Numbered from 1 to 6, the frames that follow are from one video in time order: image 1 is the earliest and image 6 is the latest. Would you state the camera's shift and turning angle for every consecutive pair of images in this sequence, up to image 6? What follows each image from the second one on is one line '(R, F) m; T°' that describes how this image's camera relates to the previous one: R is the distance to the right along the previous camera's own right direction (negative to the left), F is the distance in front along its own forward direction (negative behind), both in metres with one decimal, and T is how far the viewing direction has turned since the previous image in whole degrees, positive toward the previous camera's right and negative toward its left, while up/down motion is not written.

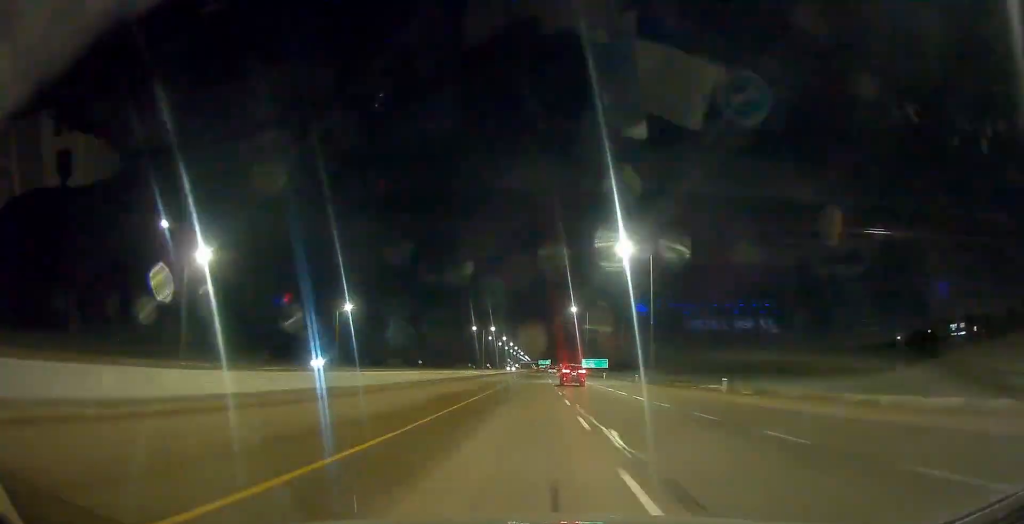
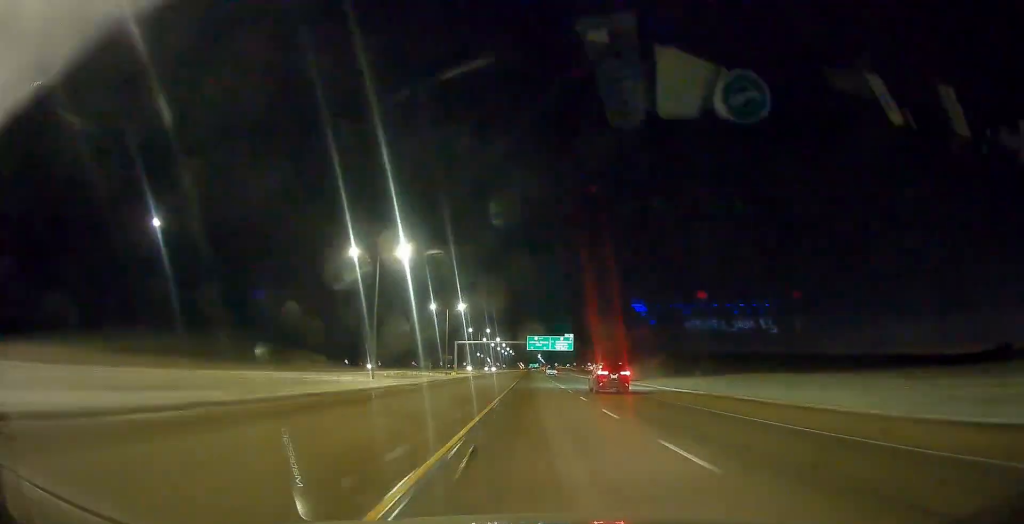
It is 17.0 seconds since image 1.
(+1.8, +534.7) m; 0°
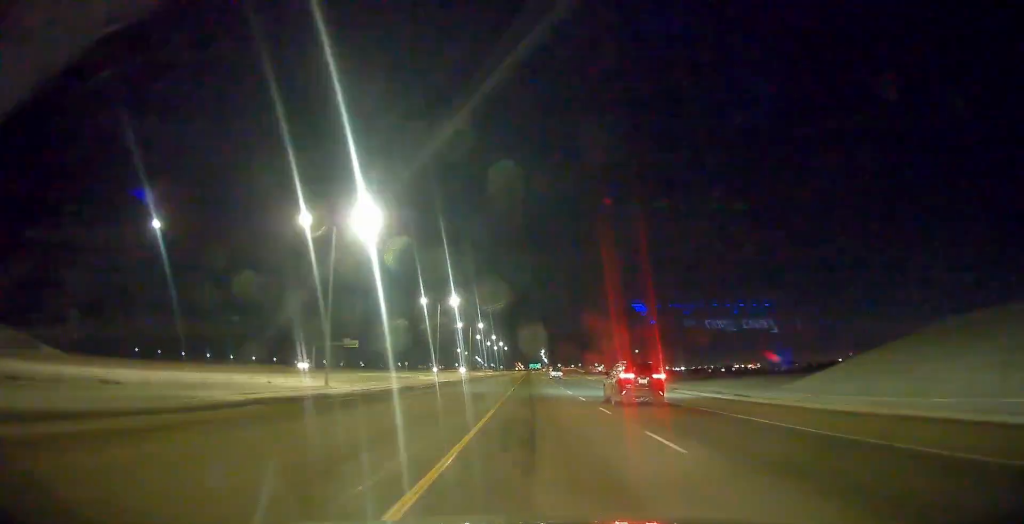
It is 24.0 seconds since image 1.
(+0.2, +210.5) m; 0°
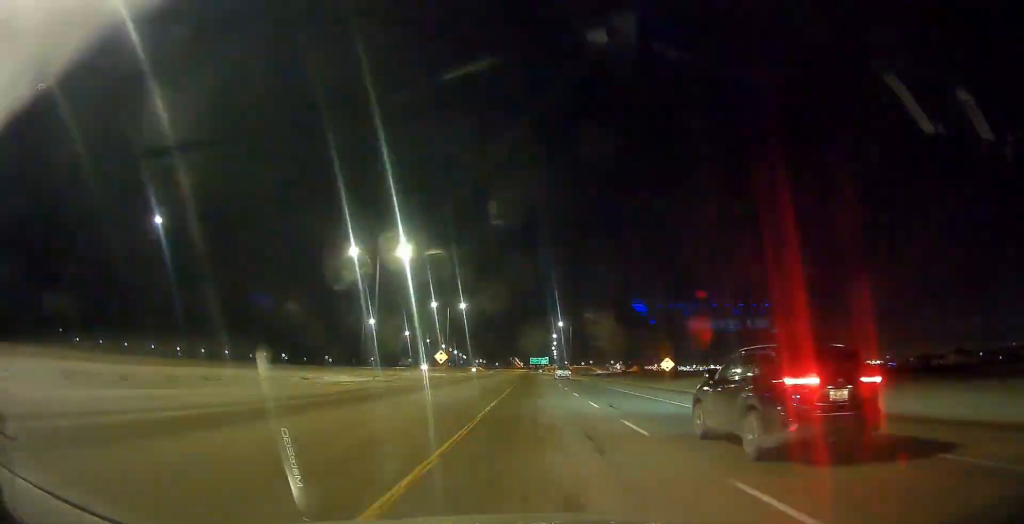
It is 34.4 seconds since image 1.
(-0.1, +338.7) m; 0°
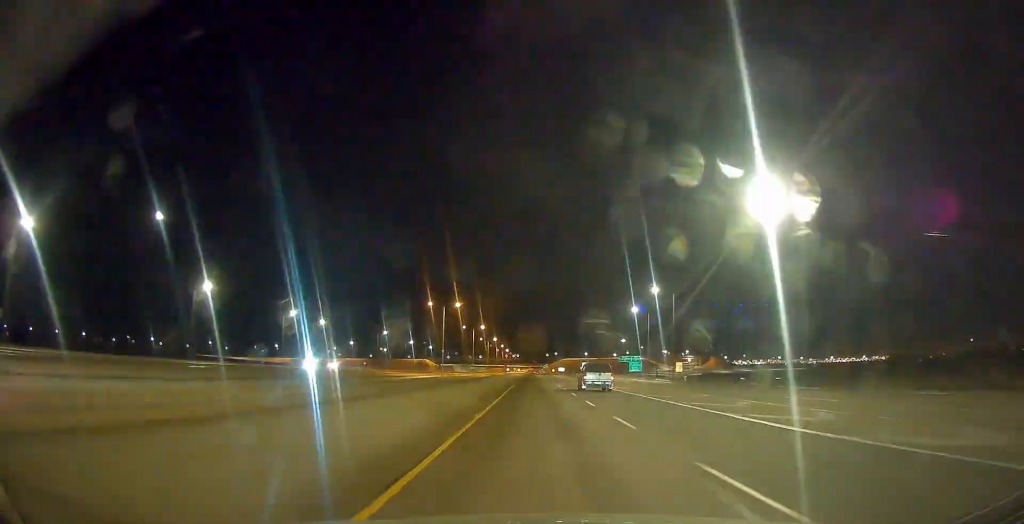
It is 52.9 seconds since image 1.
(-1.0, +753.8) m; 0°
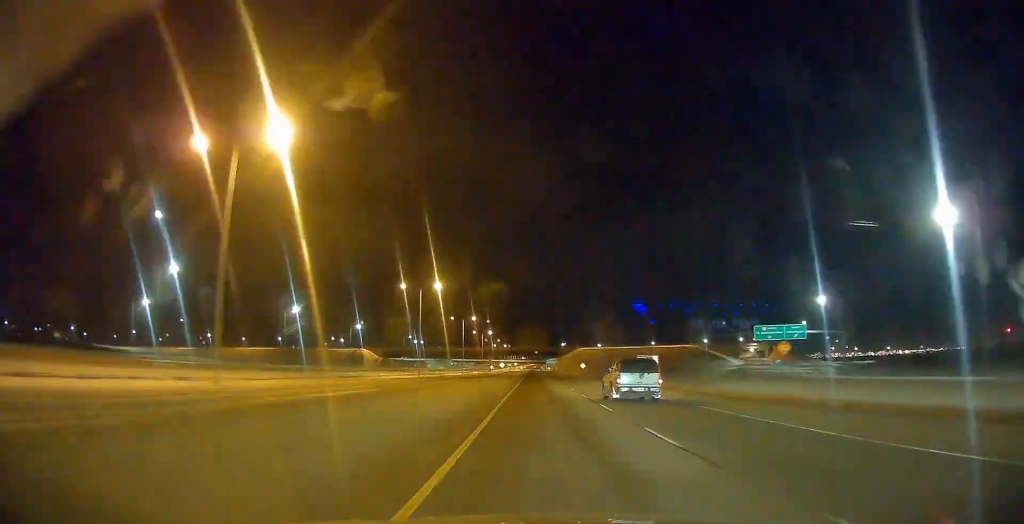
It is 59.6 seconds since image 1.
(+0.1, +232.2) m; 0°
